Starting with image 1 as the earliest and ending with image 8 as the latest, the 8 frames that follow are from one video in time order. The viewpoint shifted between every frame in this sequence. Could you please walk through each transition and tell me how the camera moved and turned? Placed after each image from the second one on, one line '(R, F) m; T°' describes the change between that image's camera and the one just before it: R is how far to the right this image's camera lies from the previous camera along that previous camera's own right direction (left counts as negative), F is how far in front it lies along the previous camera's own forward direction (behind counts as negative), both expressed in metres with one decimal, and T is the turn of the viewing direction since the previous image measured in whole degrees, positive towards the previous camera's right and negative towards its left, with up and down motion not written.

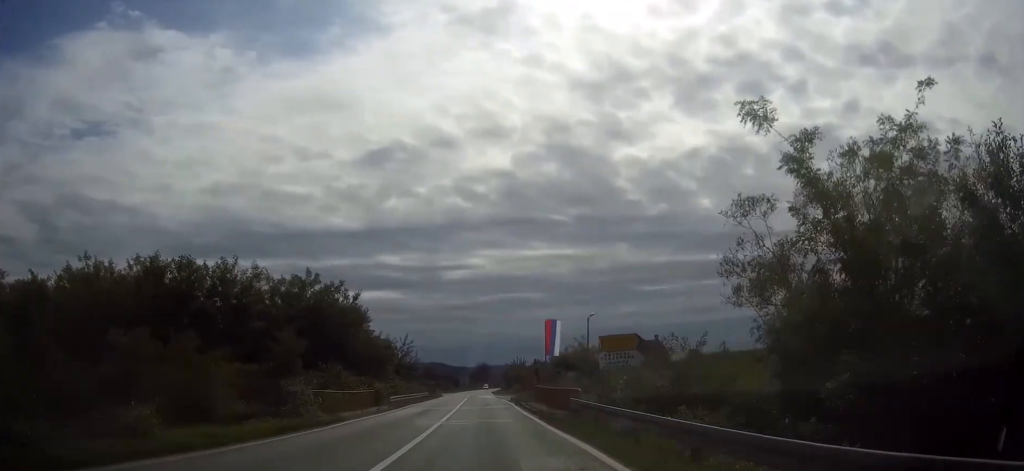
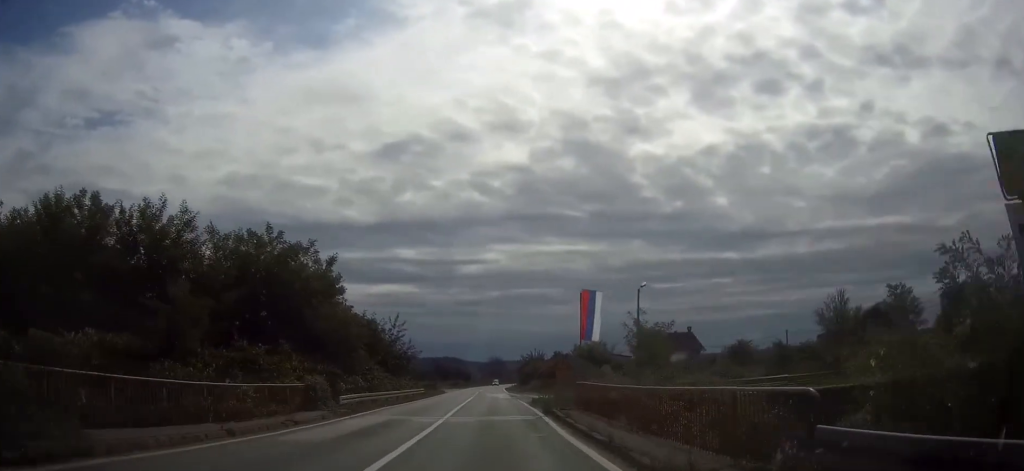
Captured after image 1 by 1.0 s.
(-0.2, +17.2) m; -1°
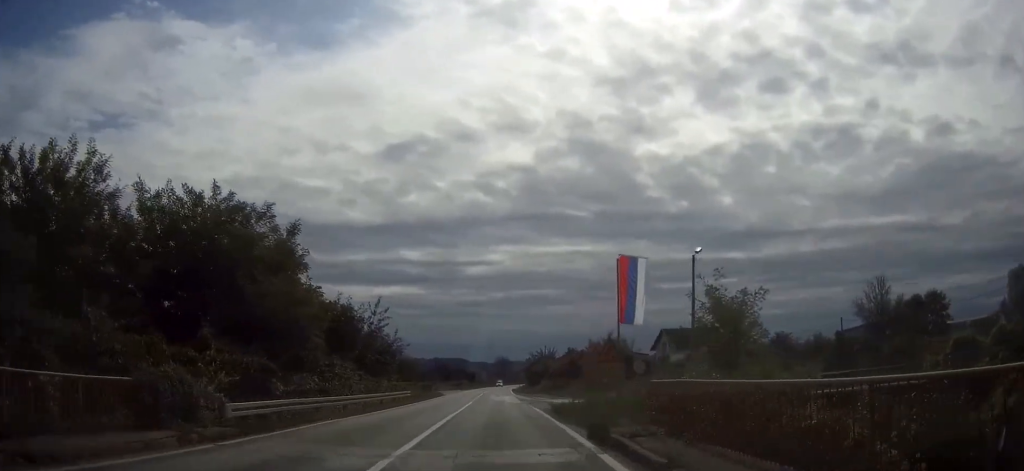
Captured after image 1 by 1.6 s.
(0.0, +11.8) m; 0°
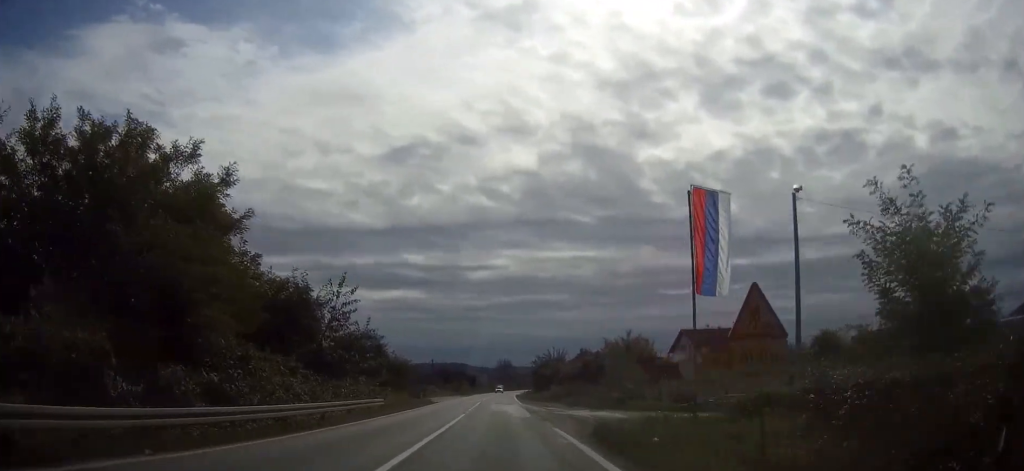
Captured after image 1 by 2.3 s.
(0.0, +11.8) m; 0°
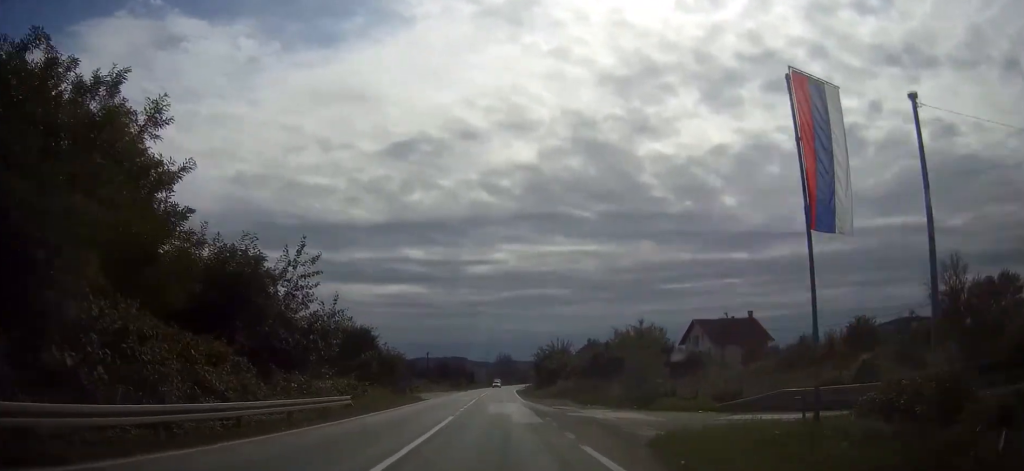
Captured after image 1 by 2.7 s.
(0.0, +7.7) m; 0°
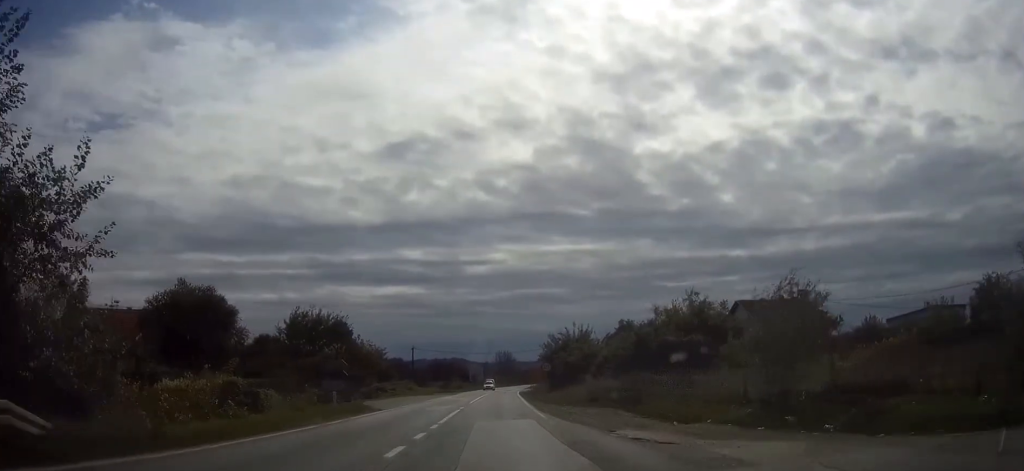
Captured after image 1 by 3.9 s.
(-0.1, +20.6) m; 0°
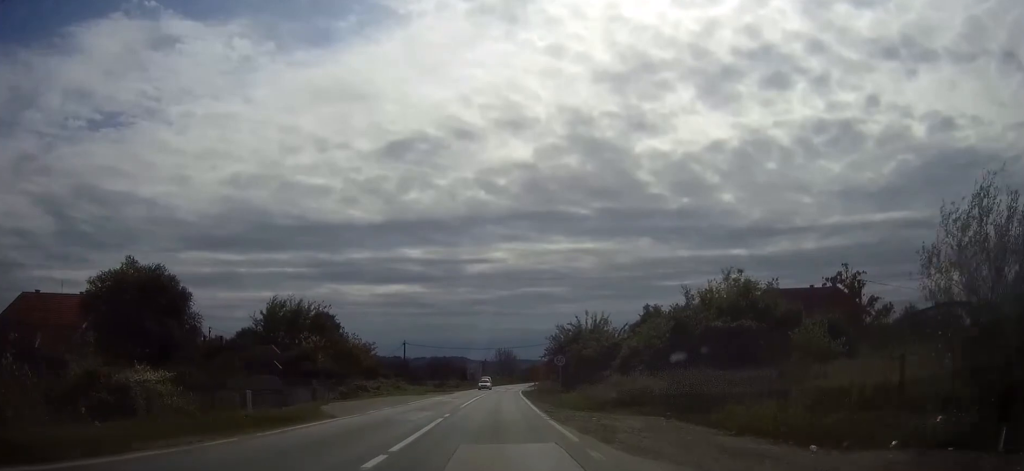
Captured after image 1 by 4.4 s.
(0.0, +9.4) m; 0°
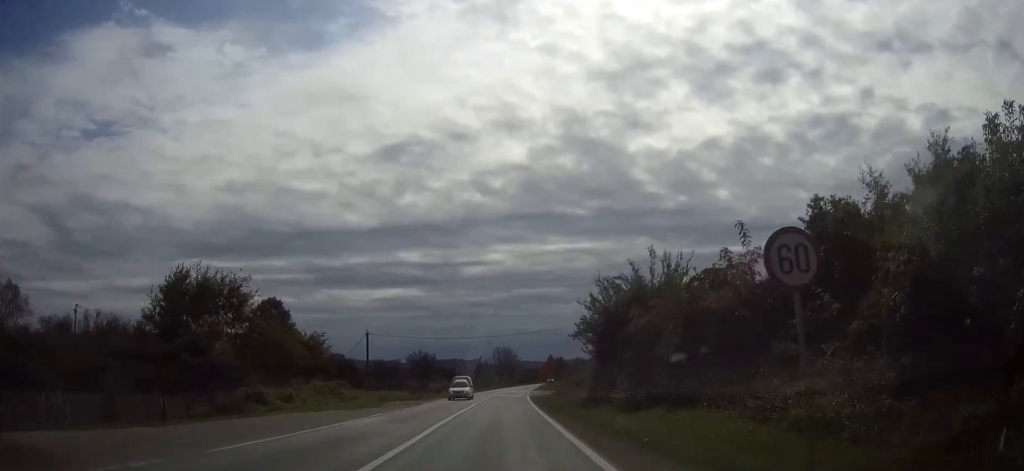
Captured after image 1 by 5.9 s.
(+0.2, +25.8) m; +1°
